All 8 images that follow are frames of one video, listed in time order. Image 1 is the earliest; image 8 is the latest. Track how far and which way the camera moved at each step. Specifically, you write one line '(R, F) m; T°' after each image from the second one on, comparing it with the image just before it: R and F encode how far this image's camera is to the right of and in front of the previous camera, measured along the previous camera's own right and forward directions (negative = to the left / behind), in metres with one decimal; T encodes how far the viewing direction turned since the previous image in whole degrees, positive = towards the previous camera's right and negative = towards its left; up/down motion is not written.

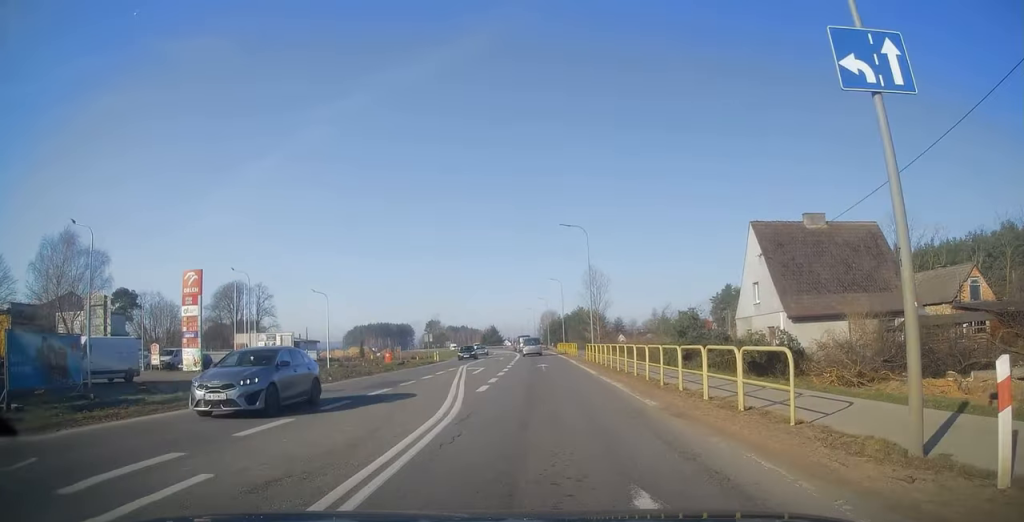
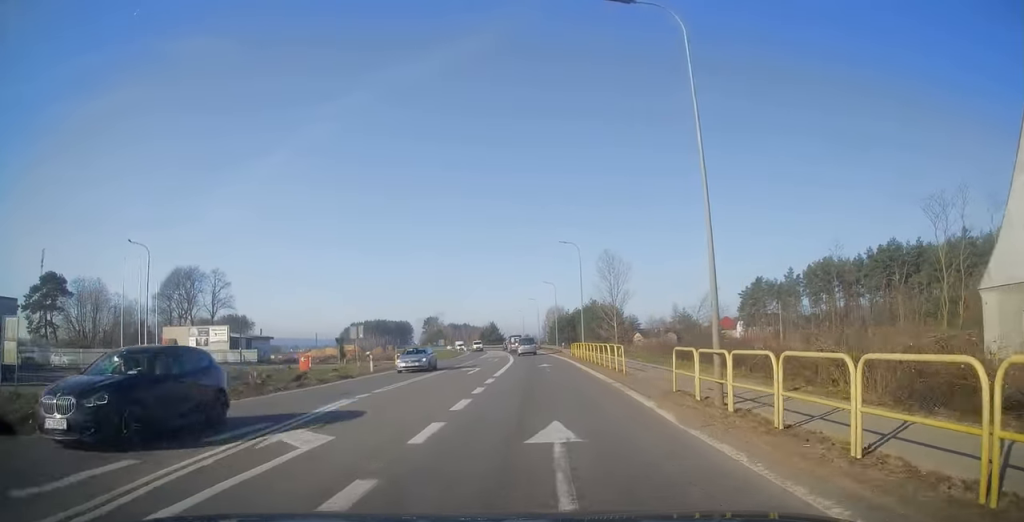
(-0.4, +25.7) m; -1°
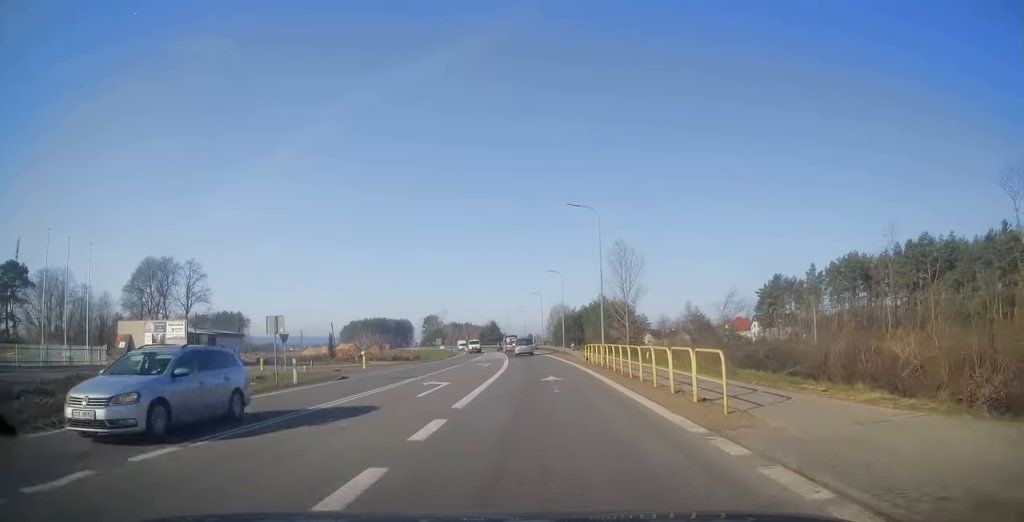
(0.0, +13.2) m; 0°
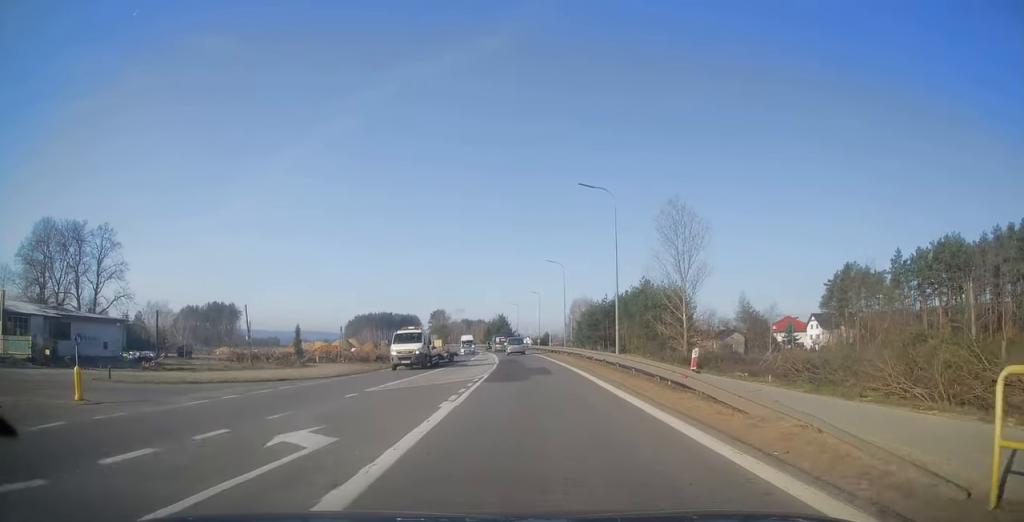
(-0.3, +34.6) m; -2°
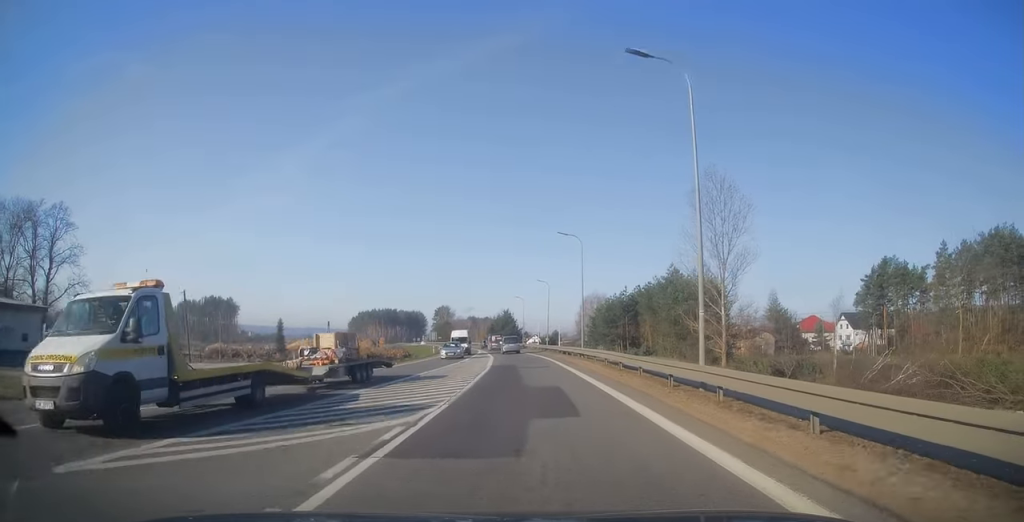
(-0.1, +14.1) m; -1°
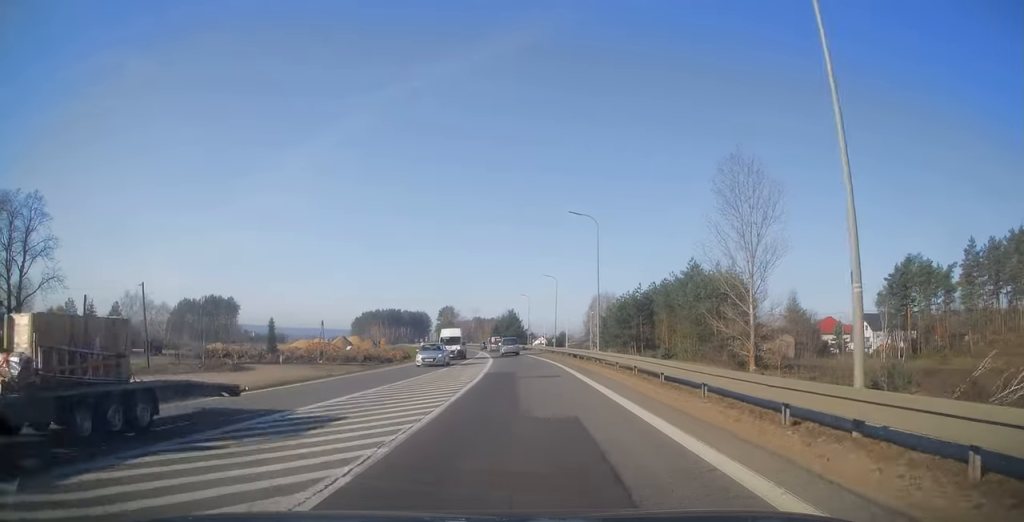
(0.0, +7.9) m; -1°
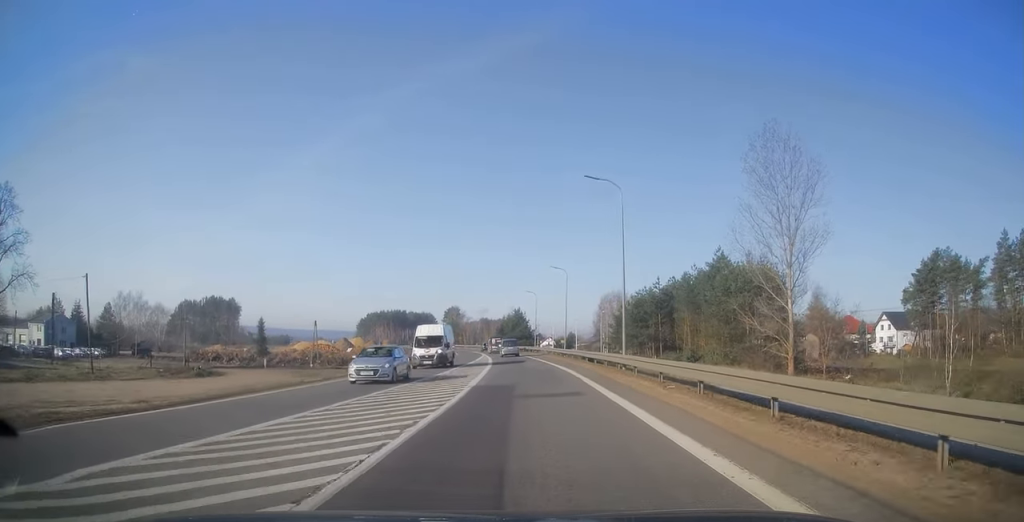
(0.0, +8.4) m; -1°
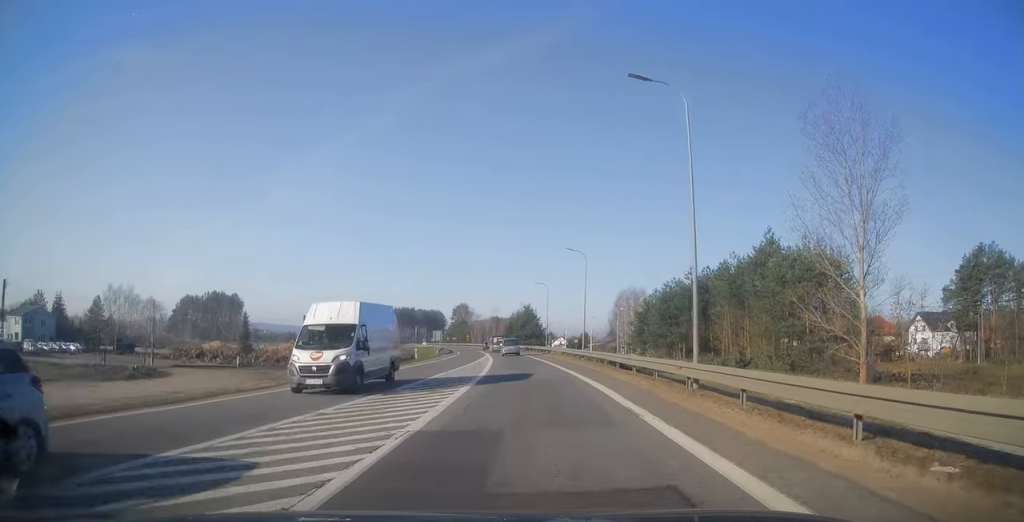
(-0.2, +11.1) m; -1°
